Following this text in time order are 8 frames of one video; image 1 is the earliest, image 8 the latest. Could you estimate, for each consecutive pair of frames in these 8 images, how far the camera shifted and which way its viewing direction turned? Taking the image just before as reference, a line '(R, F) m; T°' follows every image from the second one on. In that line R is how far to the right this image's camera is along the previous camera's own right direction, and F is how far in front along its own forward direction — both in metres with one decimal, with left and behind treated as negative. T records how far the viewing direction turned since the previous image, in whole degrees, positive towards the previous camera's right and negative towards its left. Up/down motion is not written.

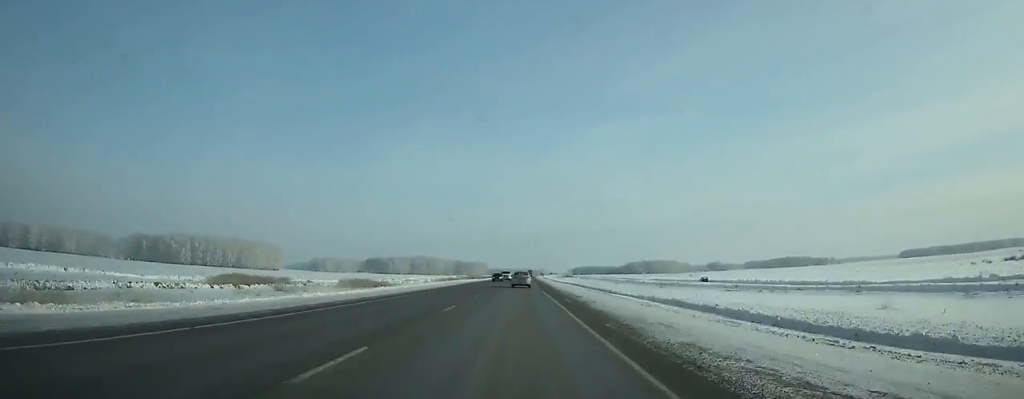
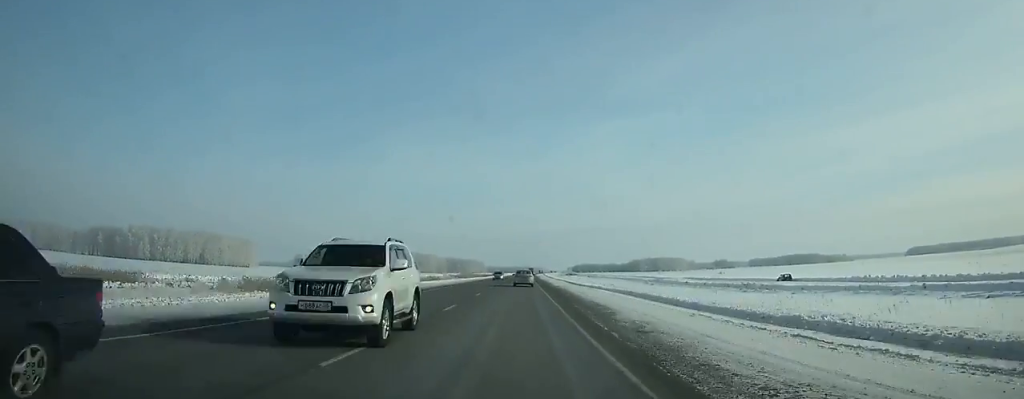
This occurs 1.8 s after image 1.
(+0.2, +49.4) m; 0°
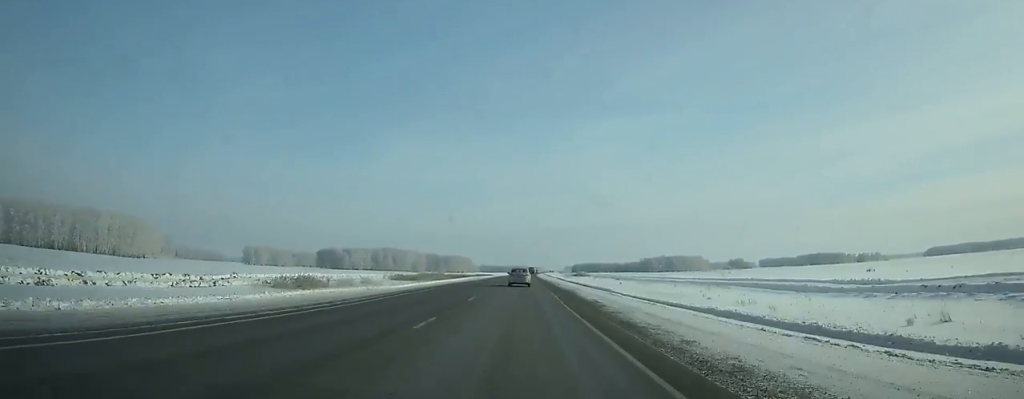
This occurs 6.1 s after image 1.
(+0.6, +120.8) m; 0°
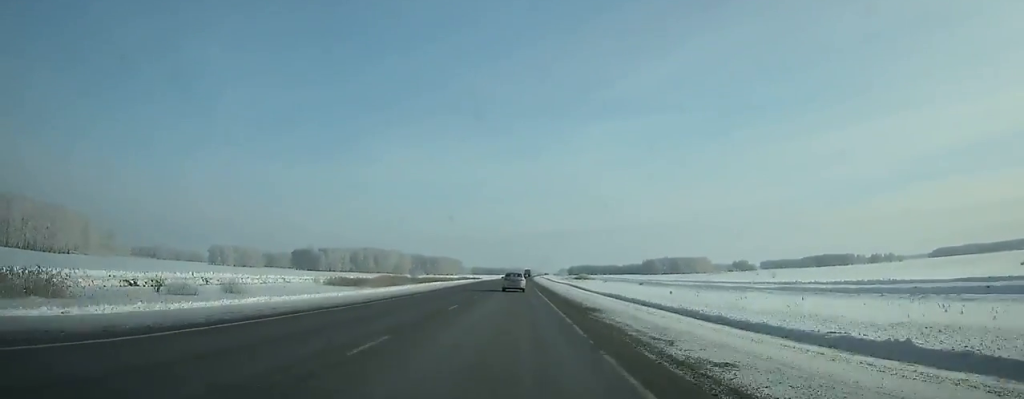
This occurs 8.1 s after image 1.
(+0.1, +54.9) m; 0°
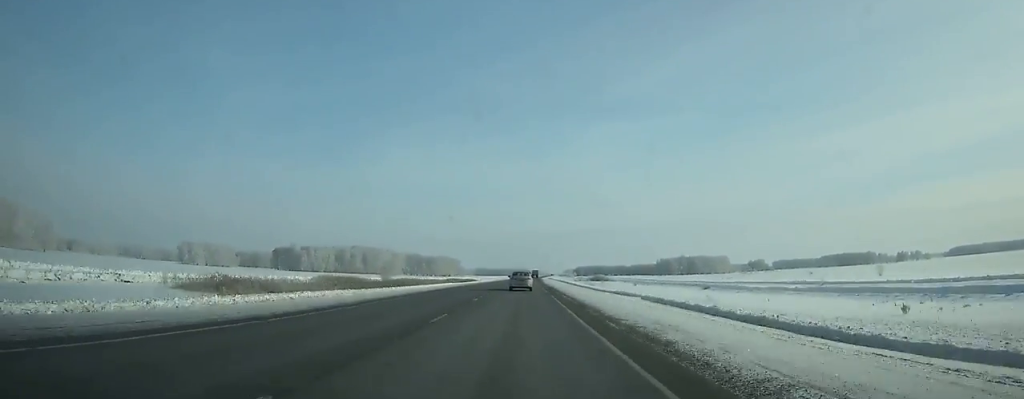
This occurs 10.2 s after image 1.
(+0.1, +56.4) m; 0°
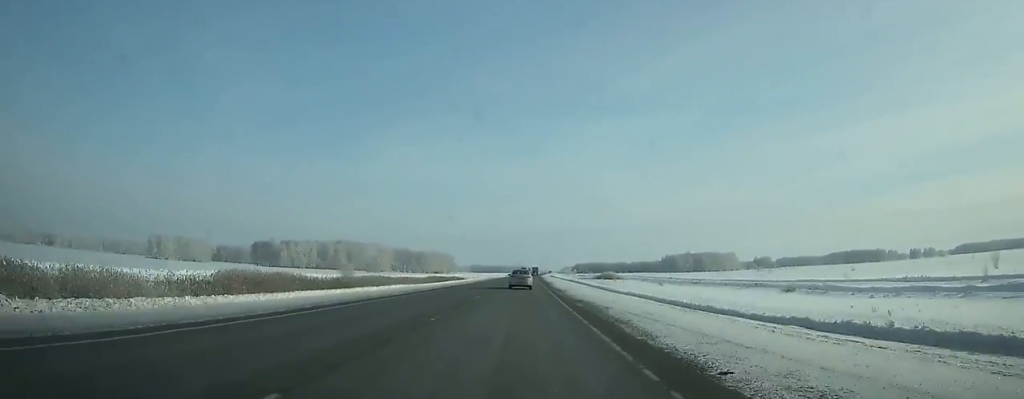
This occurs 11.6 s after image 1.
(0.0, +36.8) m; 0°
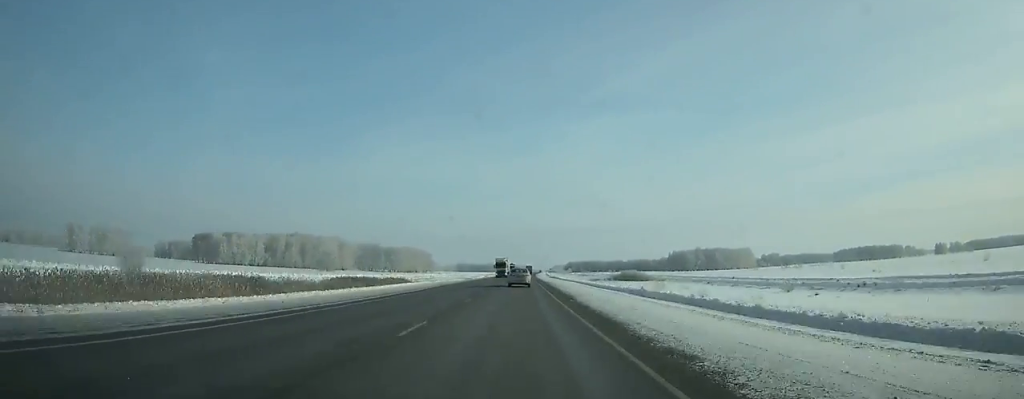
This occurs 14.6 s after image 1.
(+0.6, +77.1) m; 0°
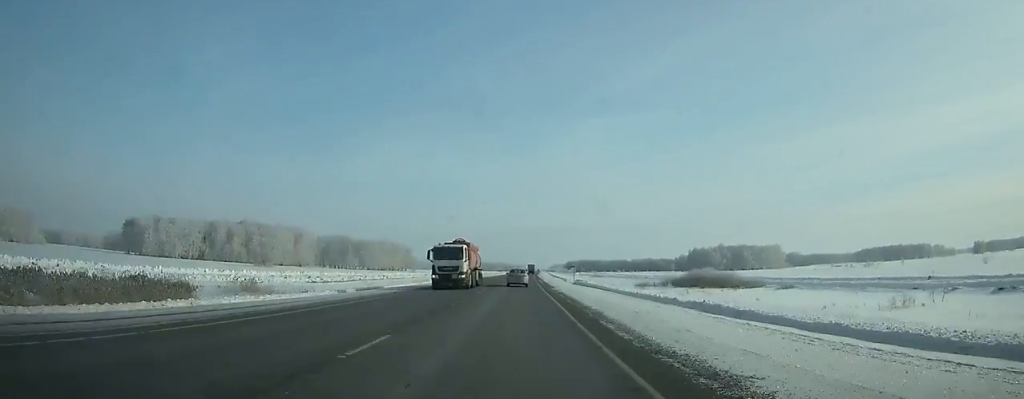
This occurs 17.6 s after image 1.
(0.0, +76.1) m; 0°
